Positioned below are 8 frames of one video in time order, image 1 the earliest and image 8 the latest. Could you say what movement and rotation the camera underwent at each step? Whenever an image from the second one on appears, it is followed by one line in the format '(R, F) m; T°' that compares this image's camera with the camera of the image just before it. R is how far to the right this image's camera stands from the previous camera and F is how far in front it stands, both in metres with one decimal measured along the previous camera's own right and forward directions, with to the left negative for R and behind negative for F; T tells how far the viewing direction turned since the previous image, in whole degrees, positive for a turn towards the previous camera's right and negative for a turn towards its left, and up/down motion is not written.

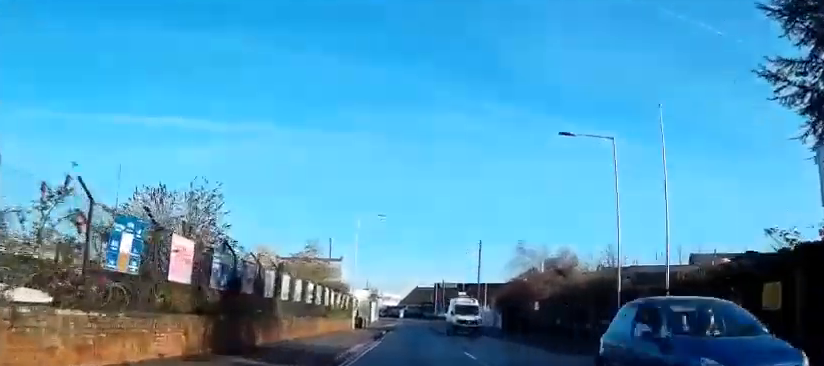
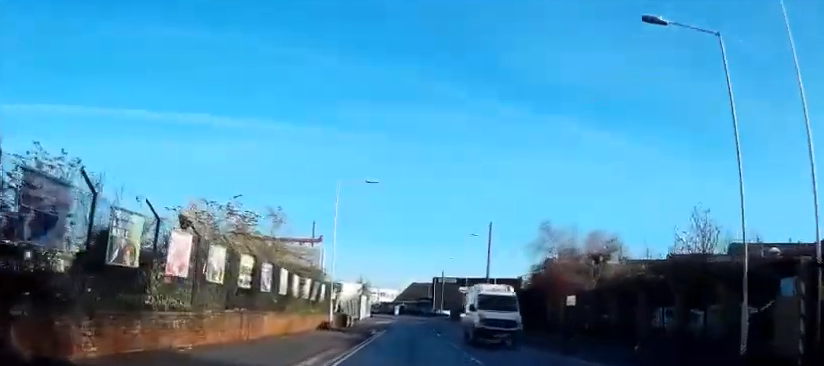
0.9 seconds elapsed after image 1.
(+0.2, +9.4) m; +1°
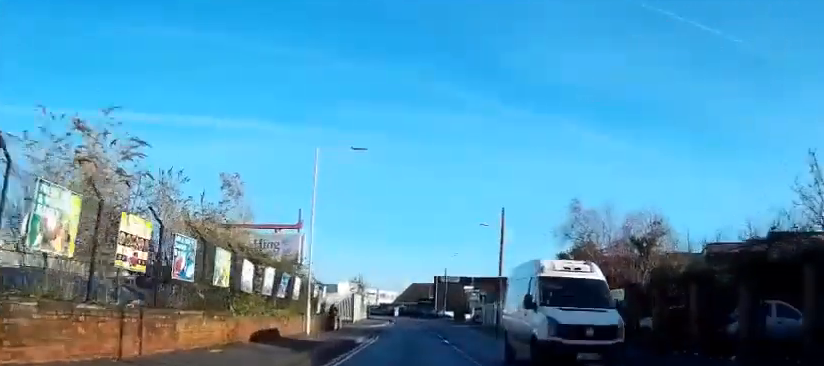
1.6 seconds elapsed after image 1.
(+0.1, +6.9) m; -1°
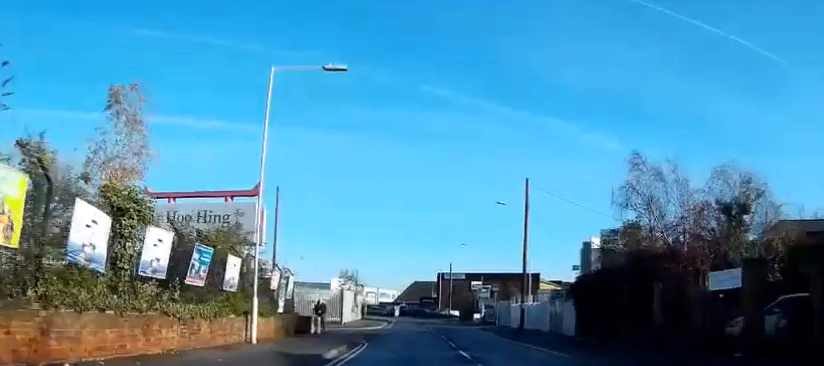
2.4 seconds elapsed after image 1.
(-0.3, +8.9) m; -1°
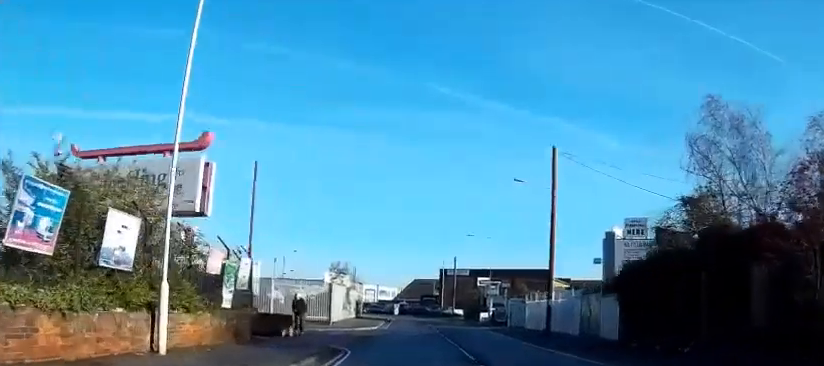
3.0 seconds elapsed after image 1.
(0.0, +6.4) m; 0°
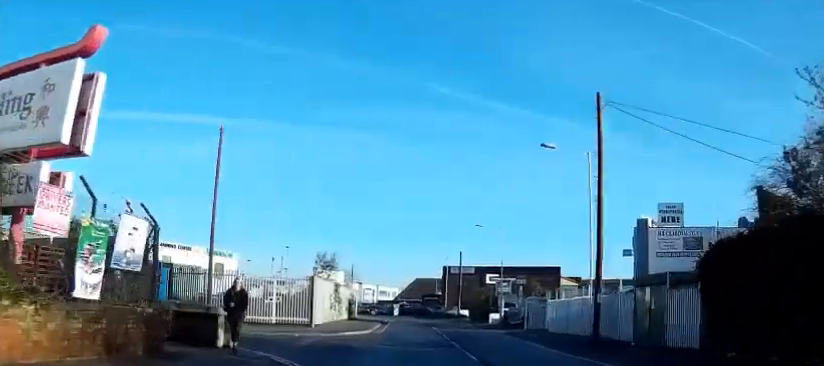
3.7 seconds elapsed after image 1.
(+0.1, +7.1) m; +1°
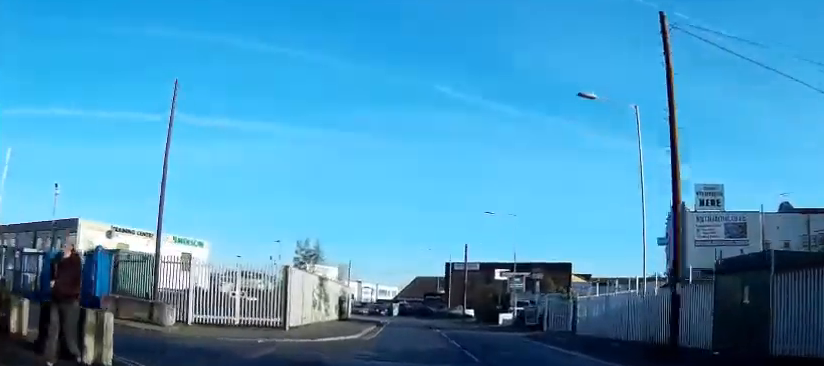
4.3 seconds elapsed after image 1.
(0.0, +6.3) m; 0°
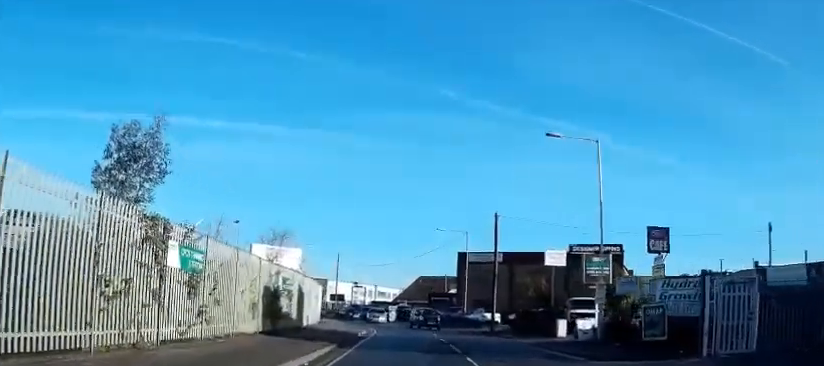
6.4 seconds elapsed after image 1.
(+0.1, +20.6) m; 0°
